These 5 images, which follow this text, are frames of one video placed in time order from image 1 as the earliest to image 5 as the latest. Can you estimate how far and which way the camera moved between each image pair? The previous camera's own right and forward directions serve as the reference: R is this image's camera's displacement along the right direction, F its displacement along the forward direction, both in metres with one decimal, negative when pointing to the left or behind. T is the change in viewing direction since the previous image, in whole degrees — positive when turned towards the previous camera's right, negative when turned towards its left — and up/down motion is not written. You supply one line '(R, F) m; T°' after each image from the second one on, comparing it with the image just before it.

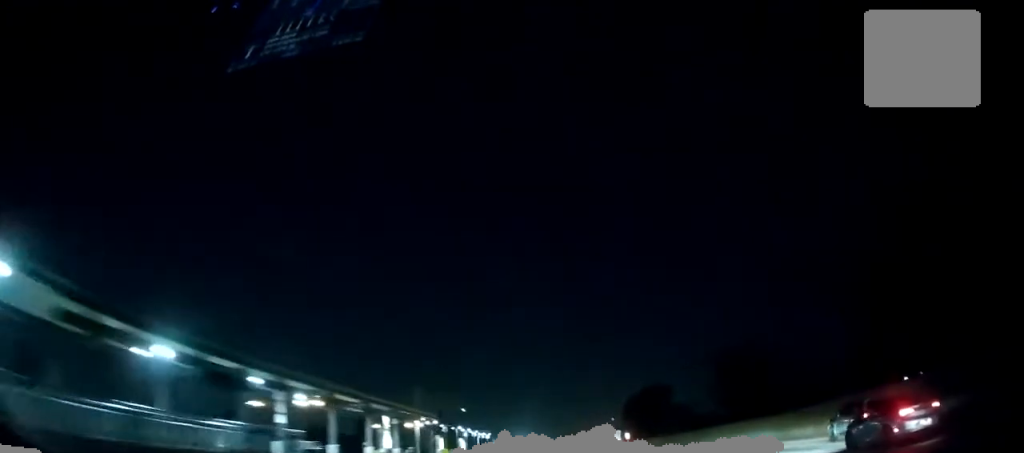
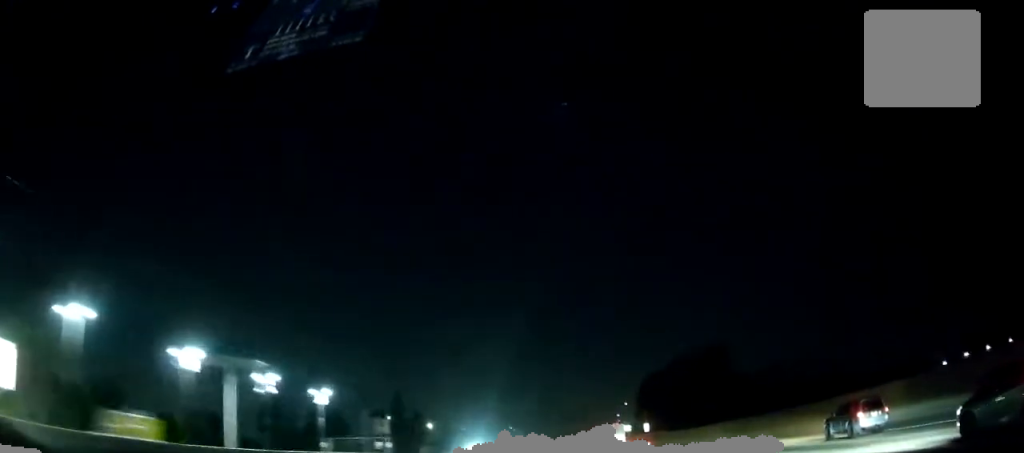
(-0.5, +70.8) m; -1°
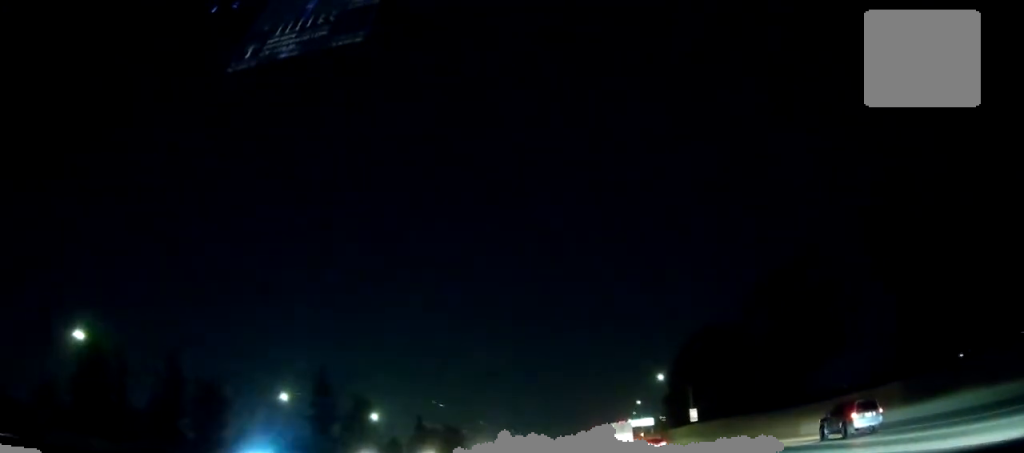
(+0.3, +67.6) m; 0°
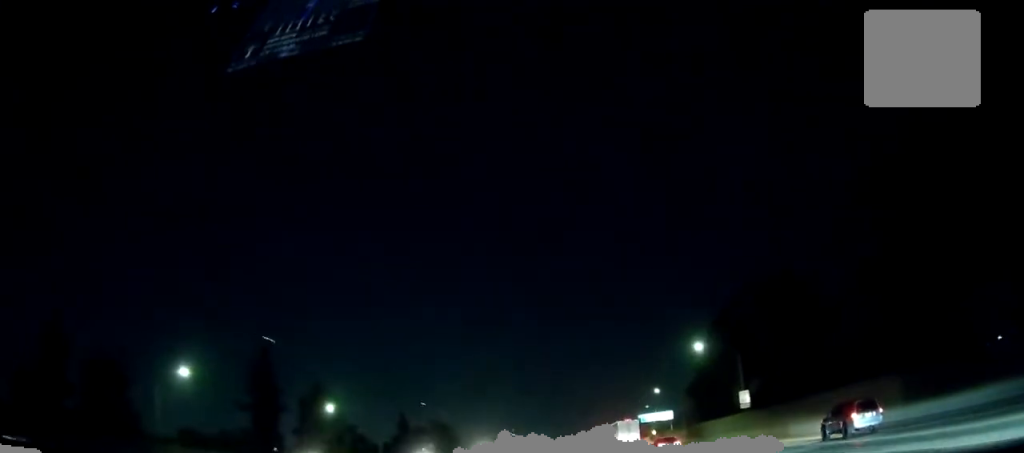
(0.0, +32.1) m; 0°
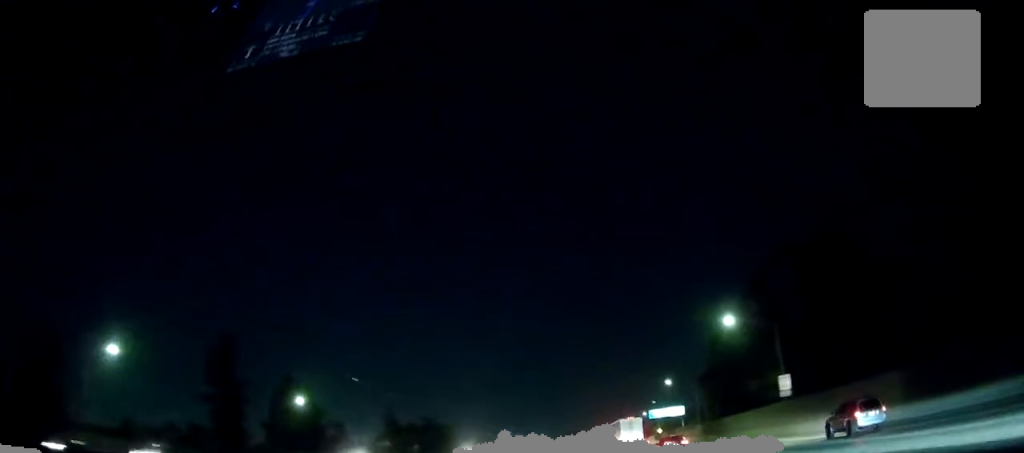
(0.0, +14.9) m; 0°
